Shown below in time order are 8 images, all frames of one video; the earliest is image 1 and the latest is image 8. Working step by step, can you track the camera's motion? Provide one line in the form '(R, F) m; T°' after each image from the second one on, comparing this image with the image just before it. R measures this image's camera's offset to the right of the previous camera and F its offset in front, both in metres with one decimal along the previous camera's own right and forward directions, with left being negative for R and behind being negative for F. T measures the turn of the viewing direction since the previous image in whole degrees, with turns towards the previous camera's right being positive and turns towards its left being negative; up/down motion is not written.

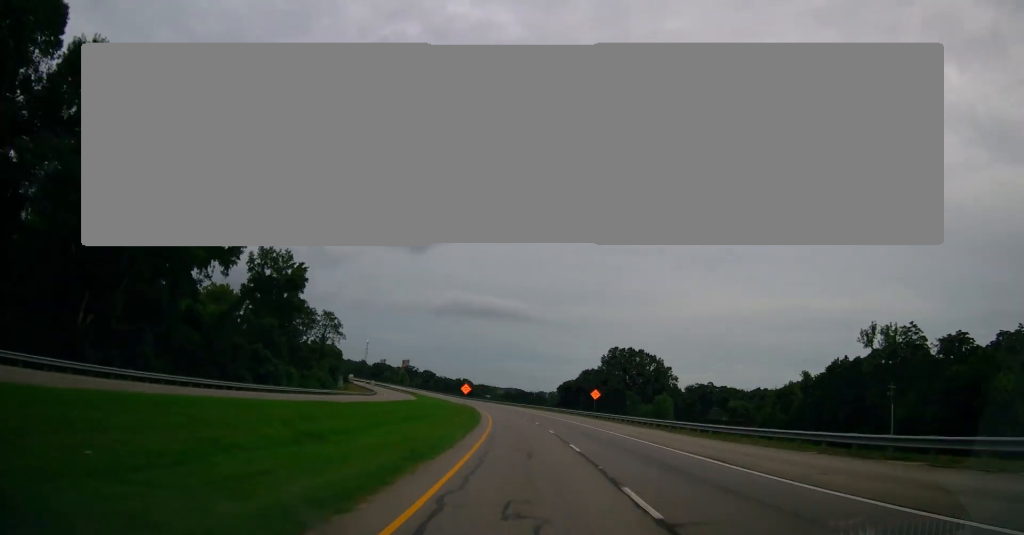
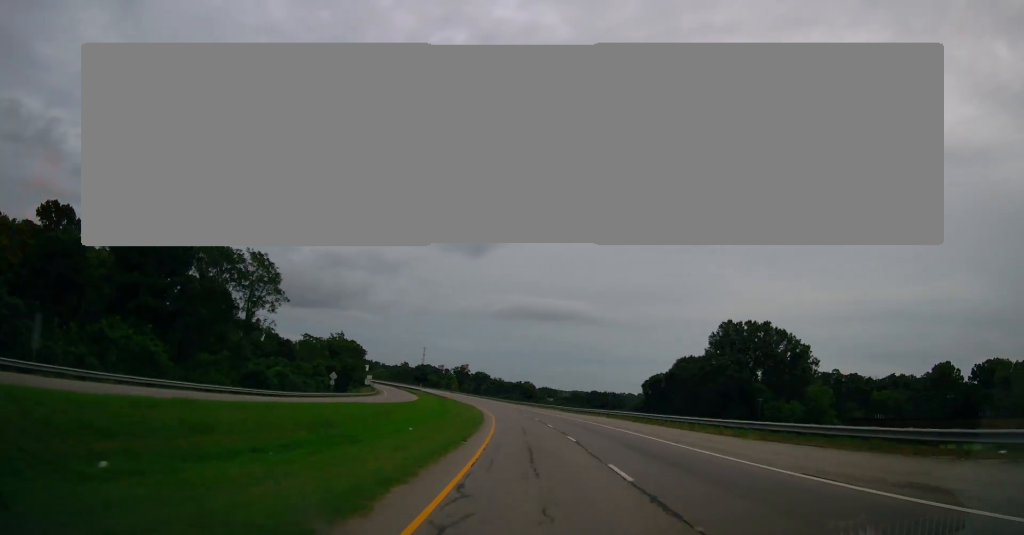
(-4.5, +68.3) m; -8°
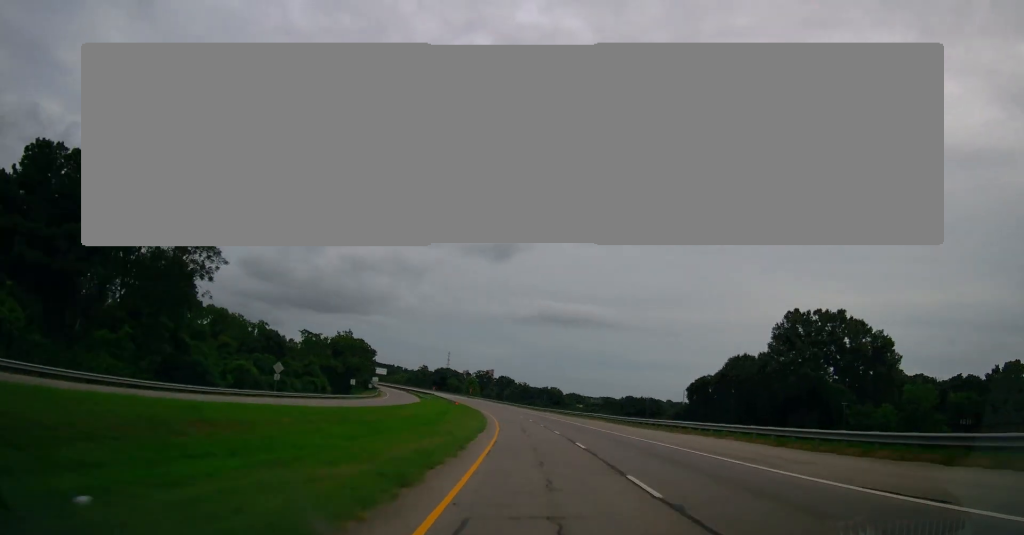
(-0.7, +26.2) m; -2°
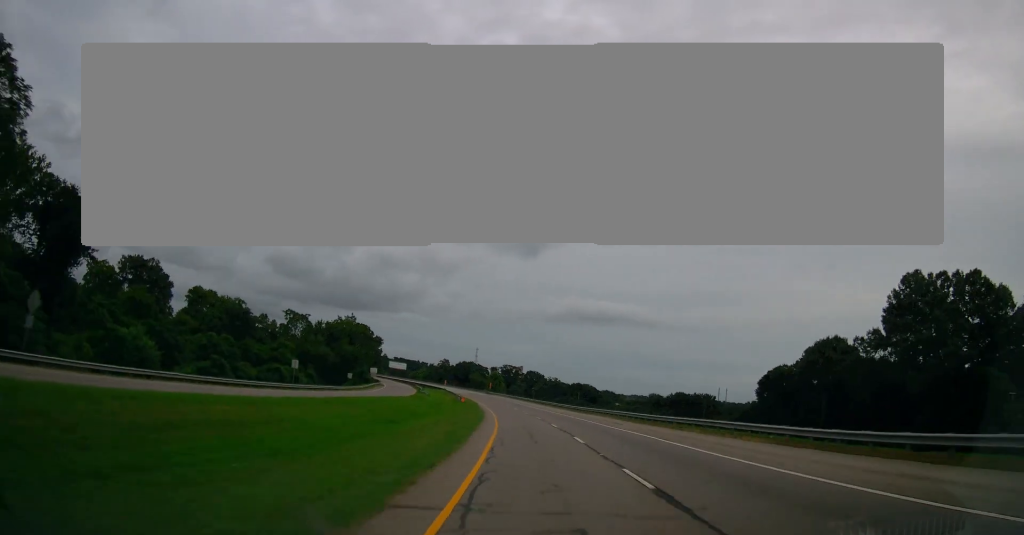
(-0.8, +35.3) m; -3°
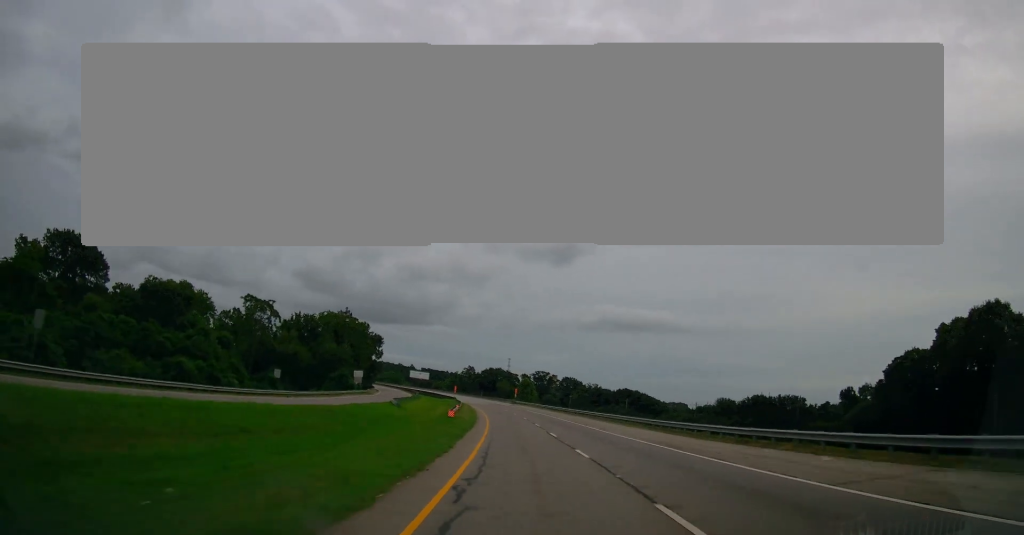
(-1.4, +41.0) m; -4°
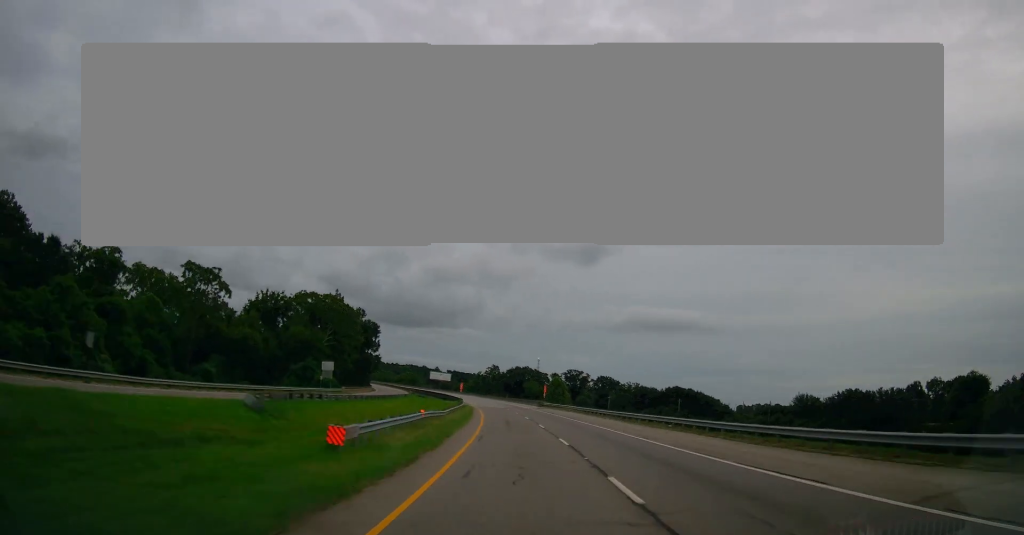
(-0.8, +33.0) m; -2°
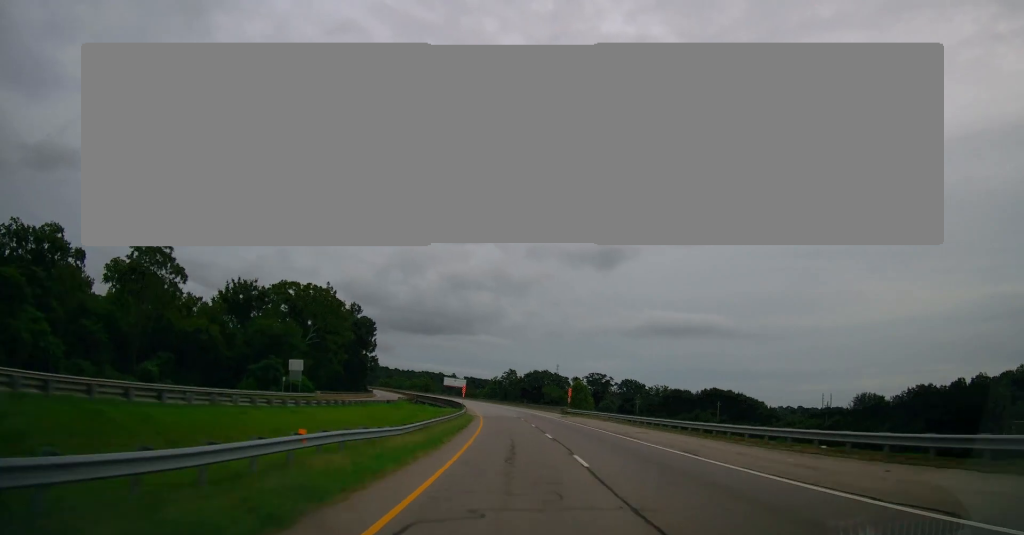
(-0.2, +18.3) m; -1°
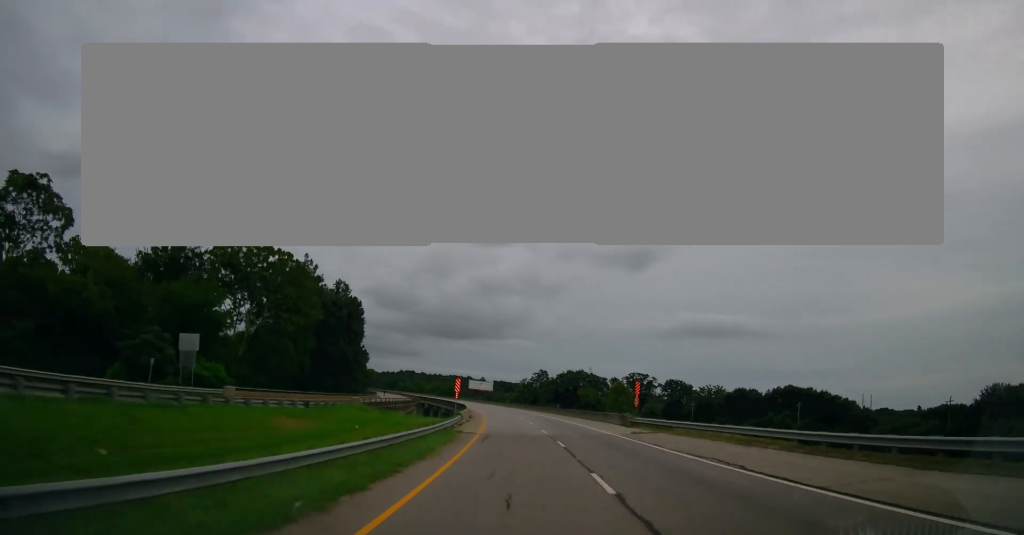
(-0.3, +28.5) m; -3°
